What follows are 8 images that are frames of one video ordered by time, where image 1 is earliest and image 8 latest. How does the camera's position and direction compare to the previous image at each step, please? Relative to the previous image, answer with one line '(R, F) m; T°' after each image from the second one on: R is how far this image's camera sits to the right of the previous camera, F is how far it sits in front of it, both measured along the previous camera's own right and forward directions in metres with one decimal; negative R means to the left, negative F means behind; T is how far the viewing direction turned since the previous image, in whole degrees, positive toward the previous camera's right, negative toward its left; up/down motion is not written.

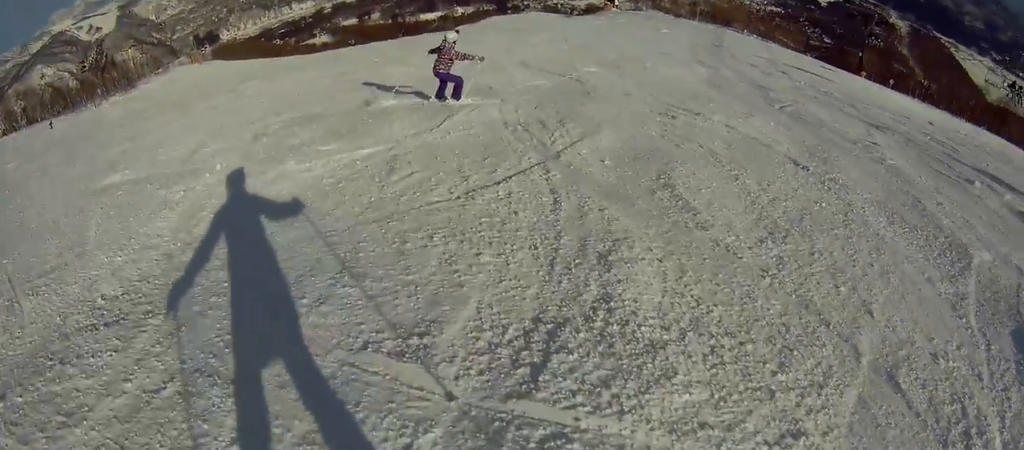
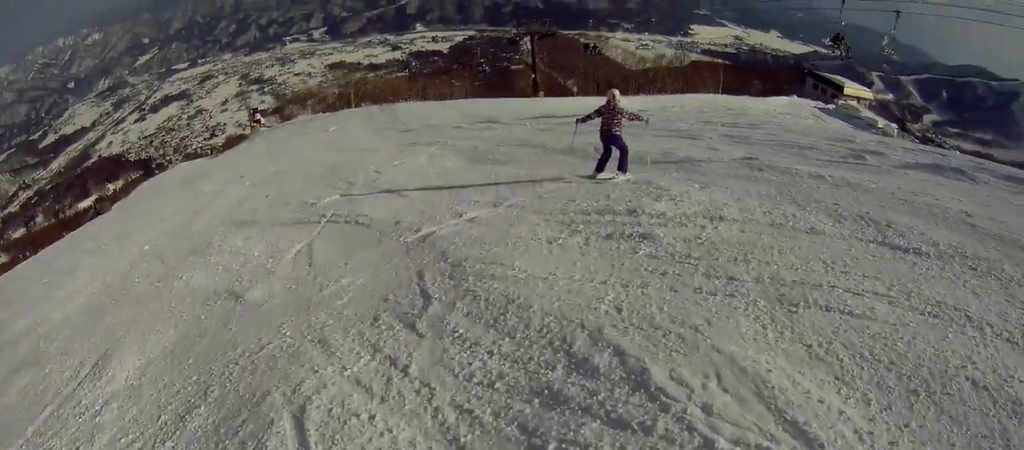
(+0.3, +3.7) m; +35°
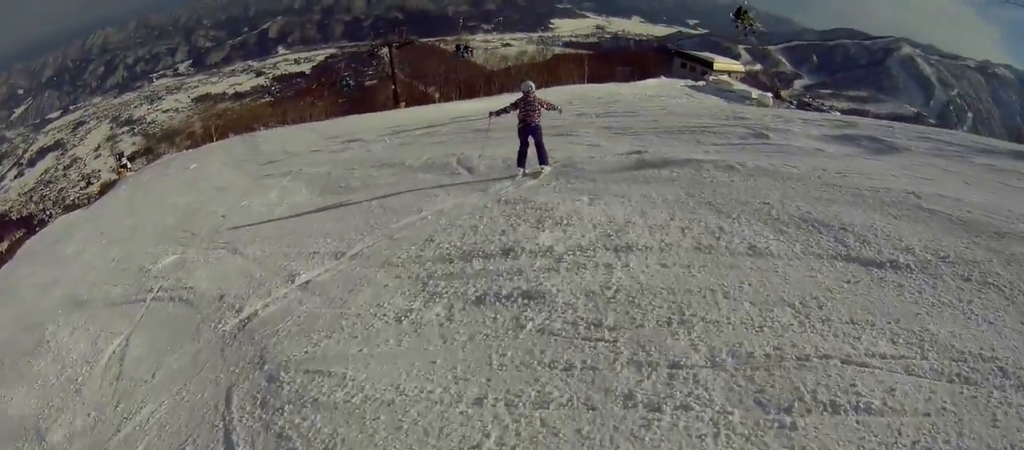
(+0.2, +0.8) m; +17°
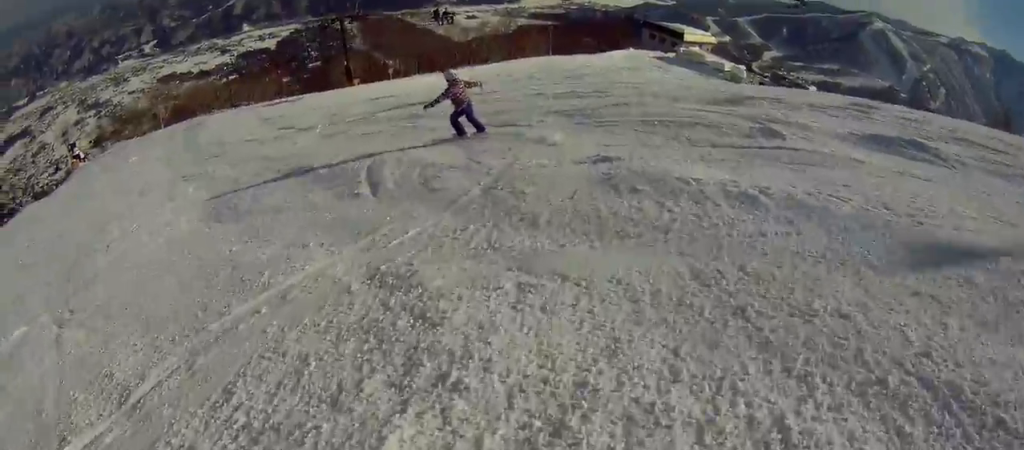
(+0.4, +2.2) m; +3°
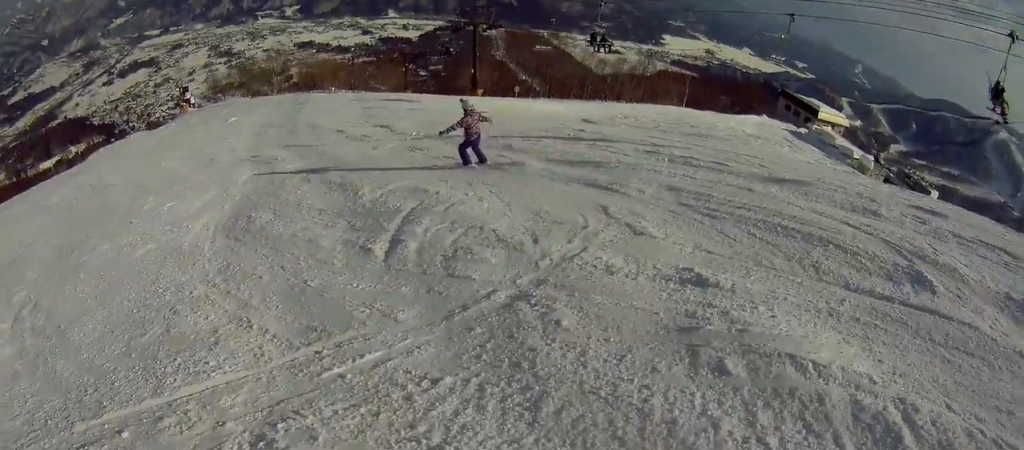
(0.0, +1.8) m; -3°
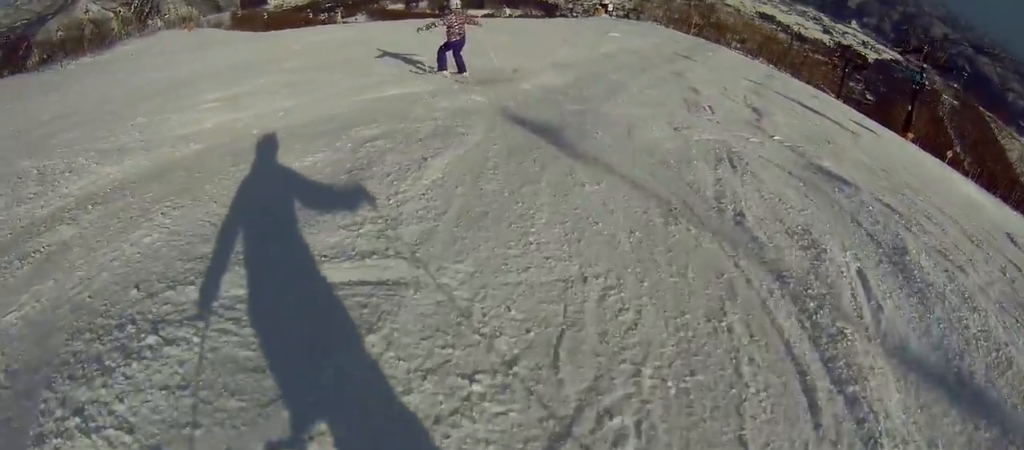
(-0.1, +6.6) m; -11°
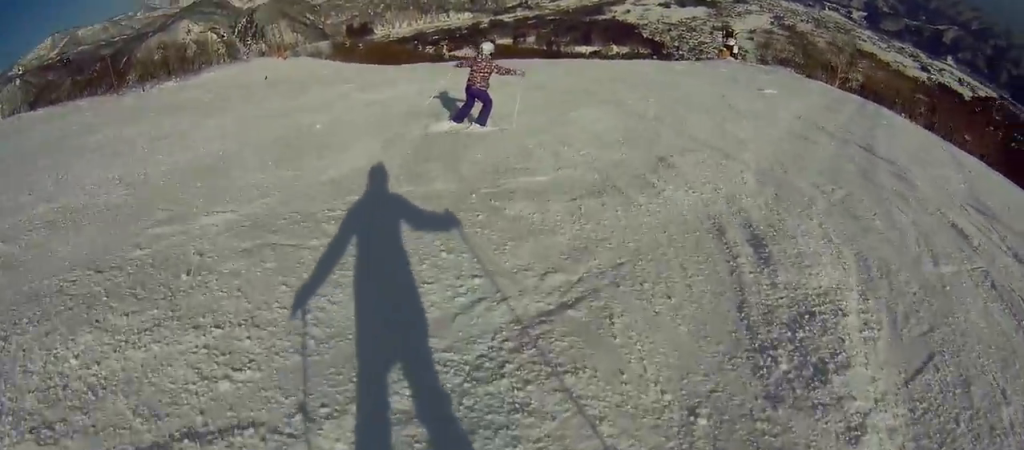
(-2.7, +6.0) m; -31°
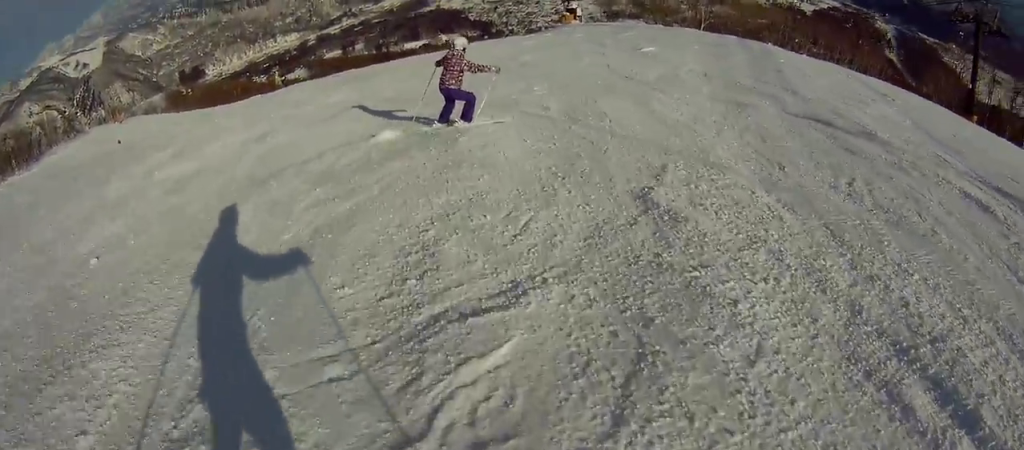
(-0.6, +3.3) m; +4°
